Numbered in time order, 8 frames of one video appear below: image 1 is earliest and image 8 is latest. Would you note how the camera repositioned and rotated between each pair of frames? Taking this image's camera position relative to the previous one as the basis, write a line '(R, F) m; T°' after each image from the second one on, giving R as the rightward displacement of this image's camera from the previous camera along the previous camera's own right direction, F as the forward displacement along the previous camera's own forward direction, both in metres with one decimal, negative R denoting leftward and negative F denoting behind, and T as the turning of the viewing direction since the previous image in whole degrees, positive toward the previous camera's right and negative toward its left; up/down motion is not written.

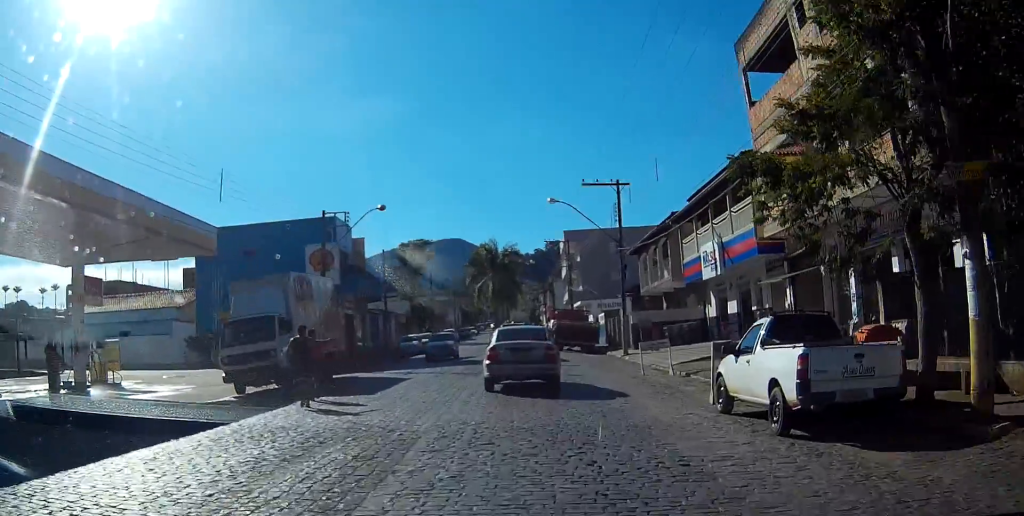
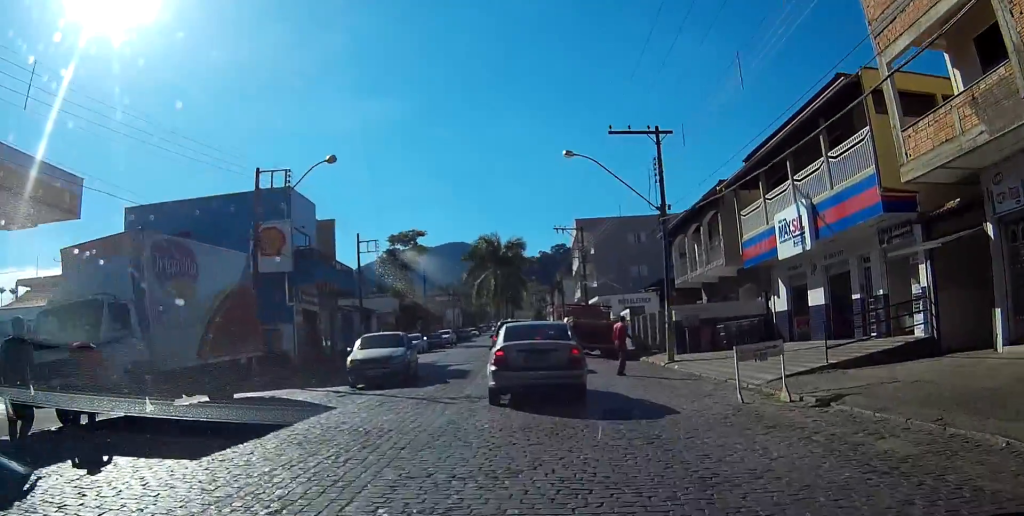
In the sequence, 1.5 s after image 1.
(0.0, +10.1) m; 0°
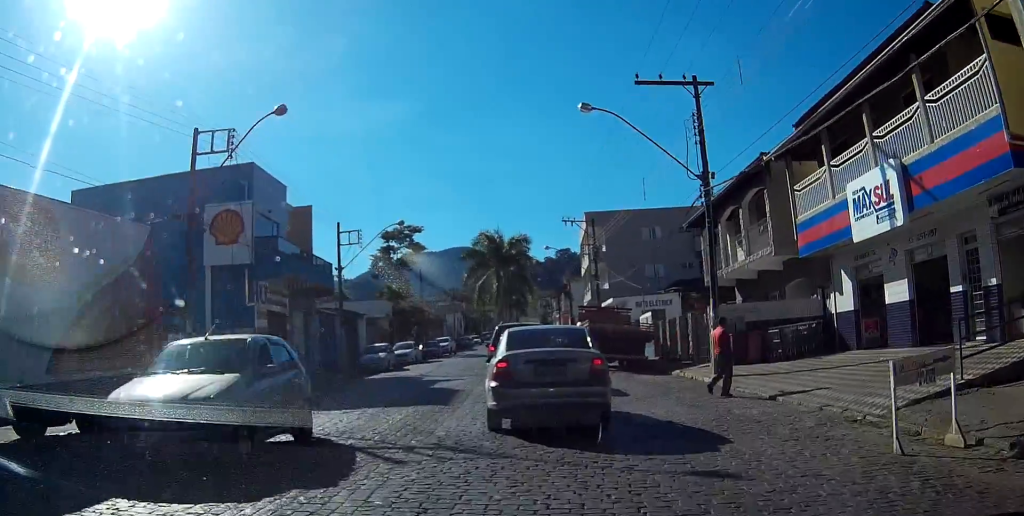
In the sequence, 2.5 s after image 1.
(0.0, +6.5) m; 0°
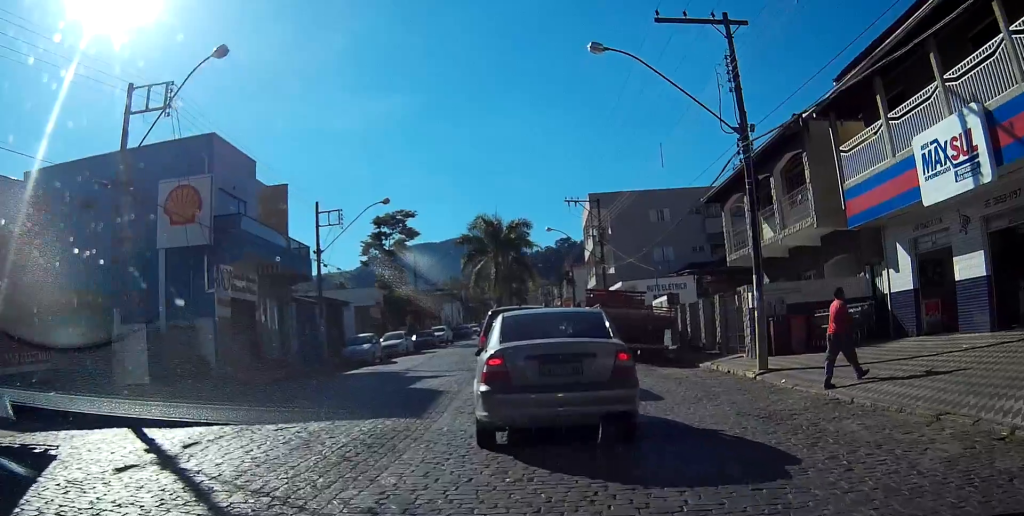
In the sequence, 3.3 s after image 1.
(0.0, +4.6) m; 0°
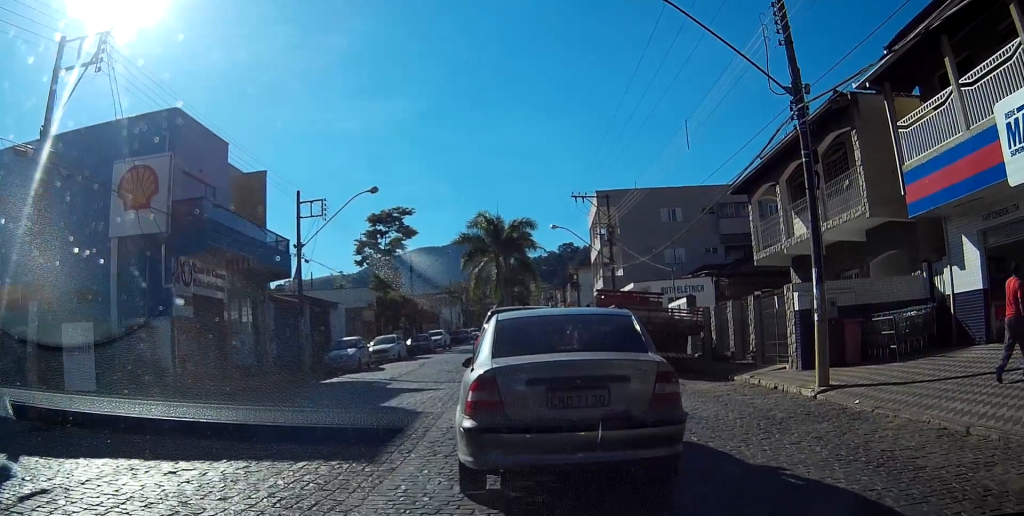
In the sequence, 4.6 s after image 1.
(-0.1, +6.6) m; -1°
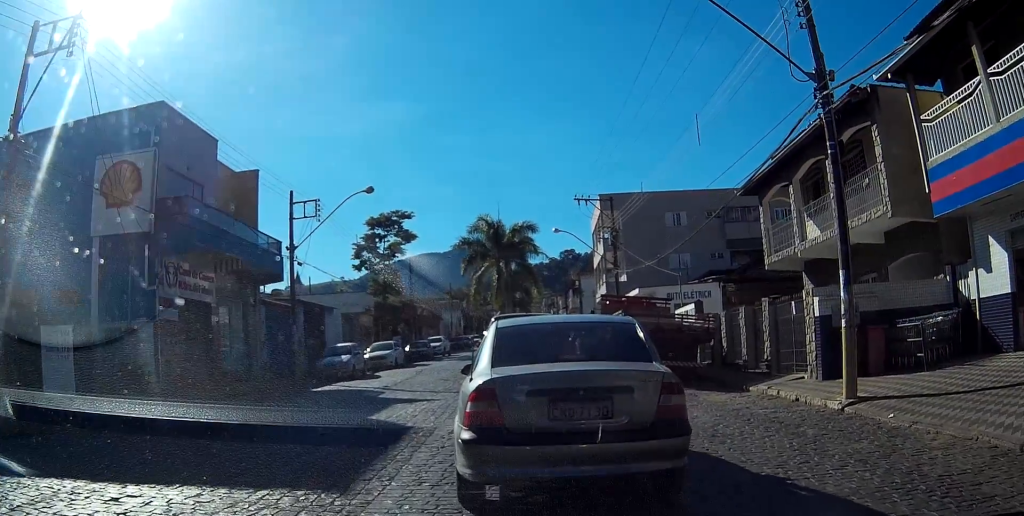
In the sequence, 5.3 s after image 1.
(0.0, +2.5) m; -1°
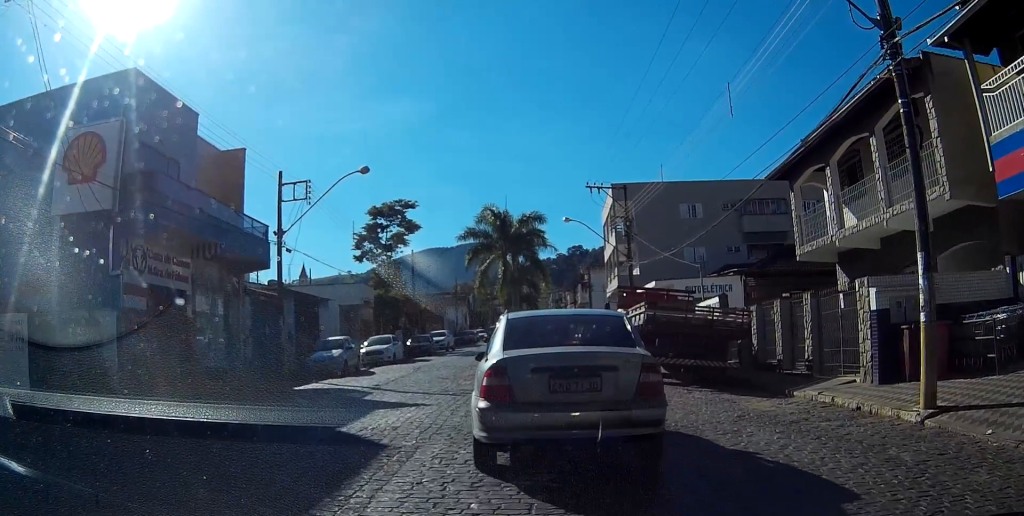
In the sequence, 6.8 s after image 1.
(-0.1, +3.4) m; -2°
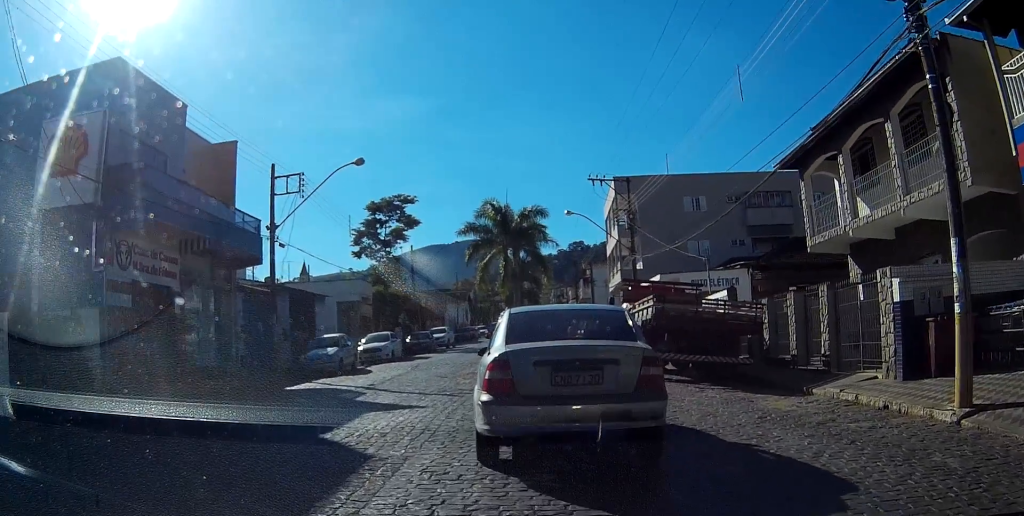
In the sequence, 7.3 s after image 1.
(0.0, +1.2) m; 0°
